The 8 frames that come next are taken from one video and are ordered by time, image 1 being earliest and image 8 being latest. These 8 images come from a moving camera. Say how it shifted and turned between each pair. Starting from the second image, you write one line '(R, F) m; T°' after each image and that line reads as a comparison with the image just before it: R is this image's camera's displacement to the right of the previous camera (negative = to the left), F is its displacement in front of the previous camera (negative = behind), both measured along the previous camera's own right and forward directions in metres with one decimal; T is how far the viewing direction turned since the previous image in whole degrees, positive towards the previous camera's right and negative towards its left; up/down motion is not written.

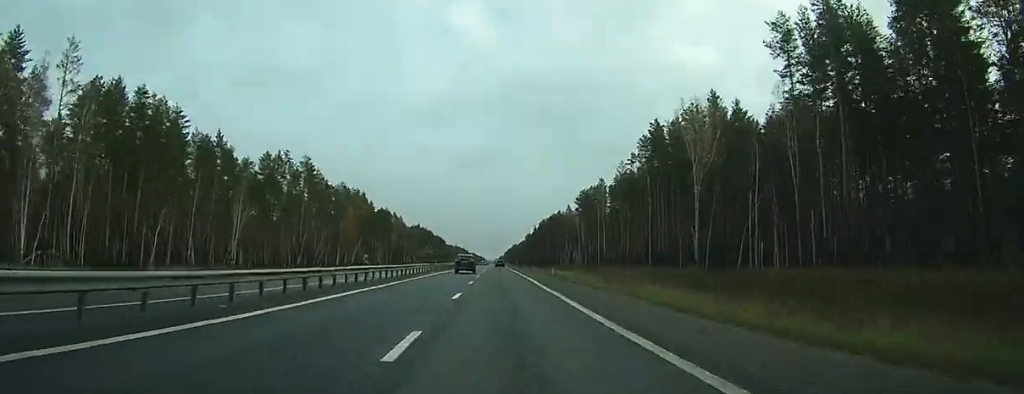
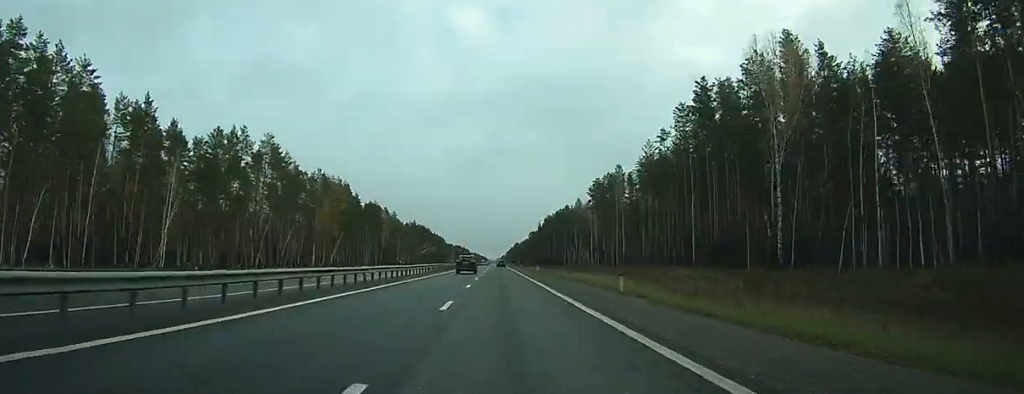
(+0.2, +29.5) m; 0°
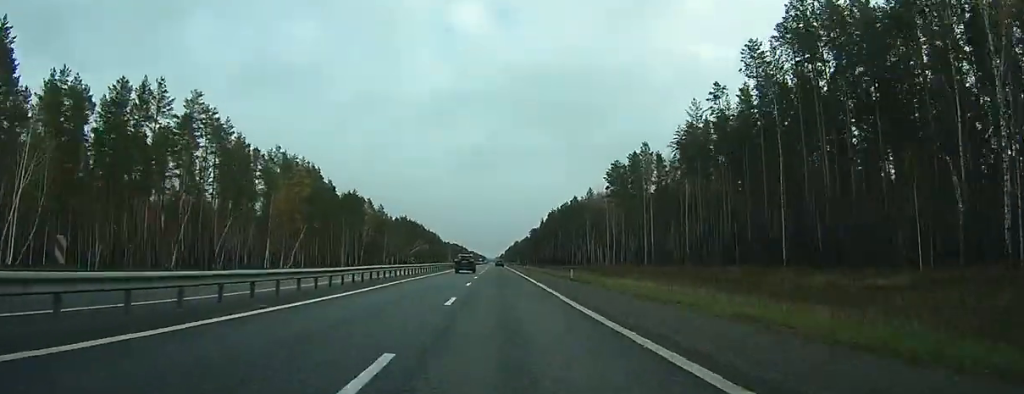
(+0.1, +35.0) m; 0°
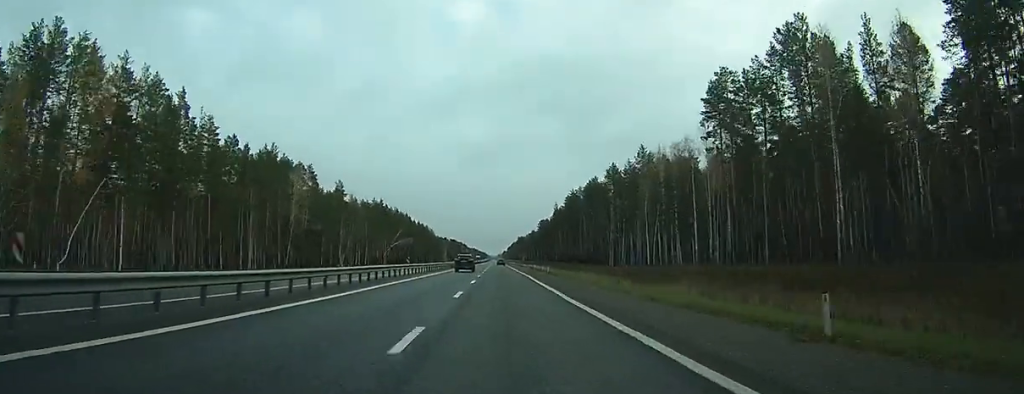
(-0.5, +79.5) m; -1°
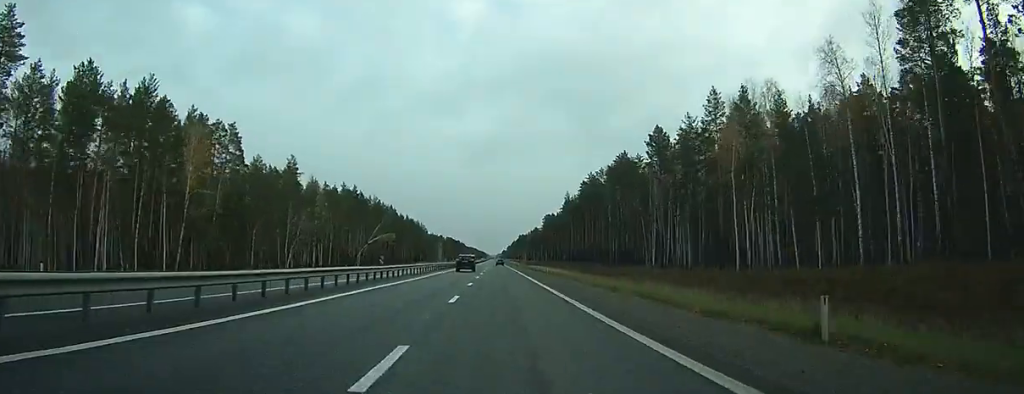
(0.0, +48.1) m; 0°
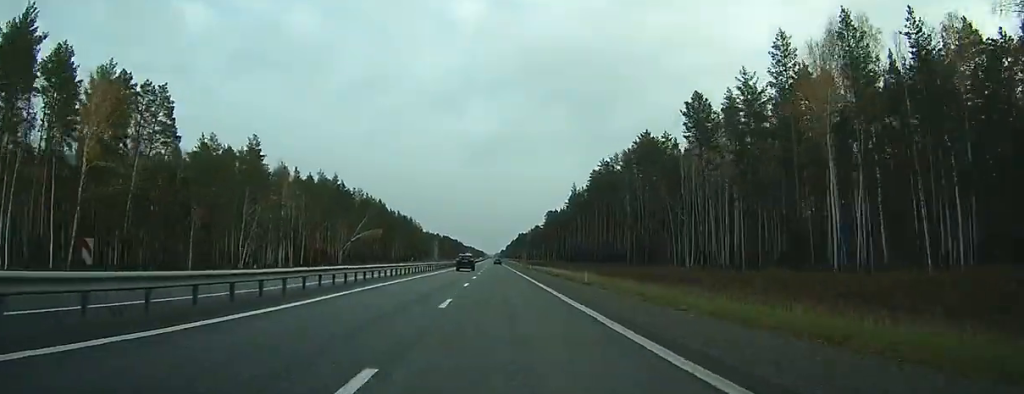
(0.0, +24.8) m; 0°
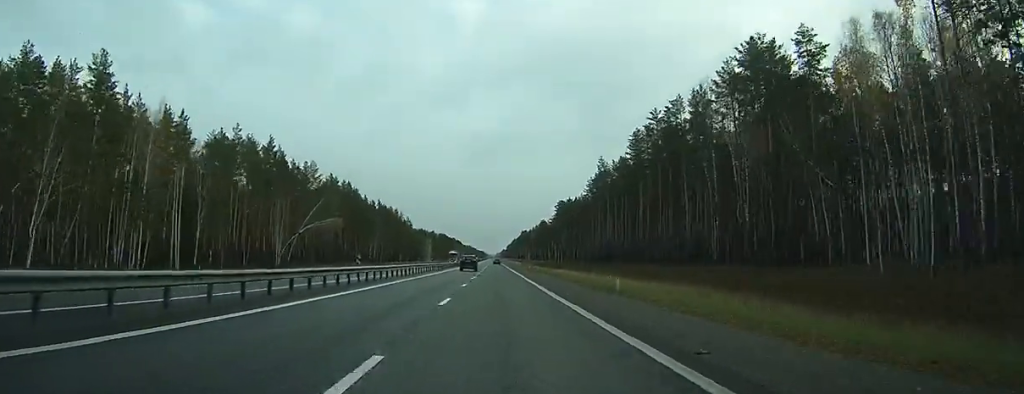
(-0.2, +60.9) m; -1°
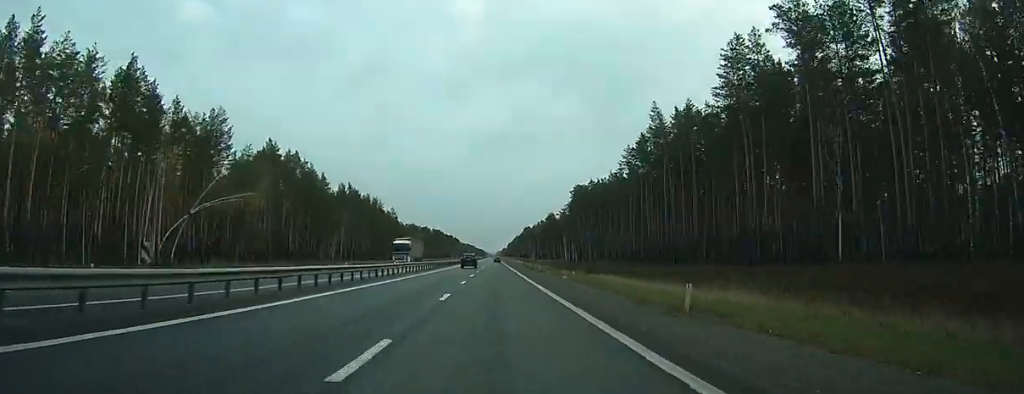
(-0.3, +60.1) m; 0°
